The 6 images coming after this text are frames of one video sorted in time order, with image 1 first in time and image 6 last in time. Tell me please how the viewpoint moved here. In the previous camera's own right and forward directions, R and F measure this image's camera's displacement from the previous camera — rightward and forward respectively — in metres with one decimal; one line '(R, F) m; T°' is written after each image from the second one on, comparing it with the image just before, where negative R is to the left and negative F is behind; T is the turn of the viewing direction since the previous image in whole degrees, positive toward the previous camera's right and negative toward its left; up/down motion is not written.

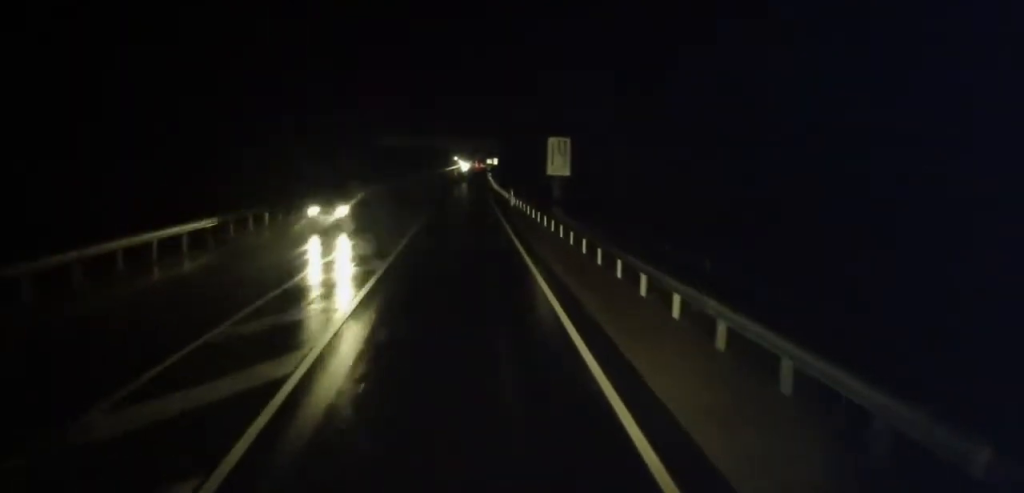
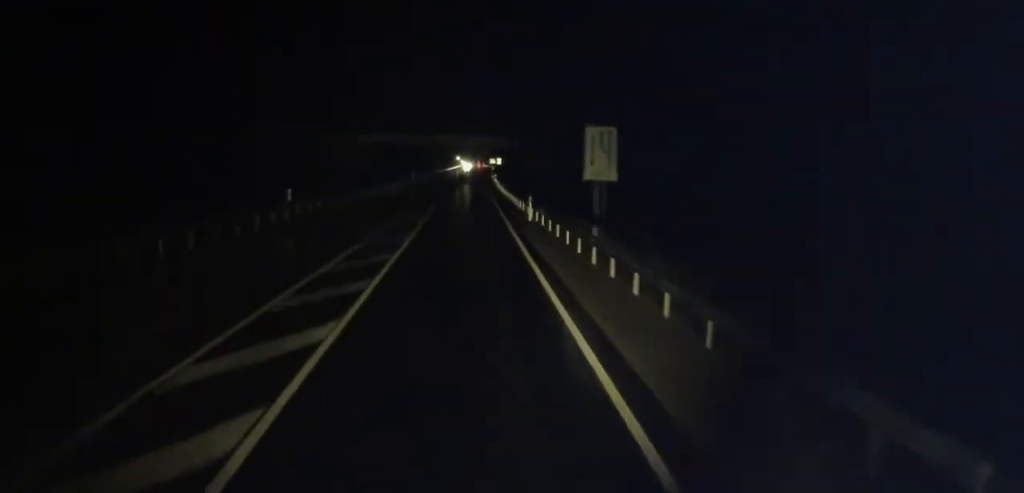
(0.0, +10.1) m; 0°
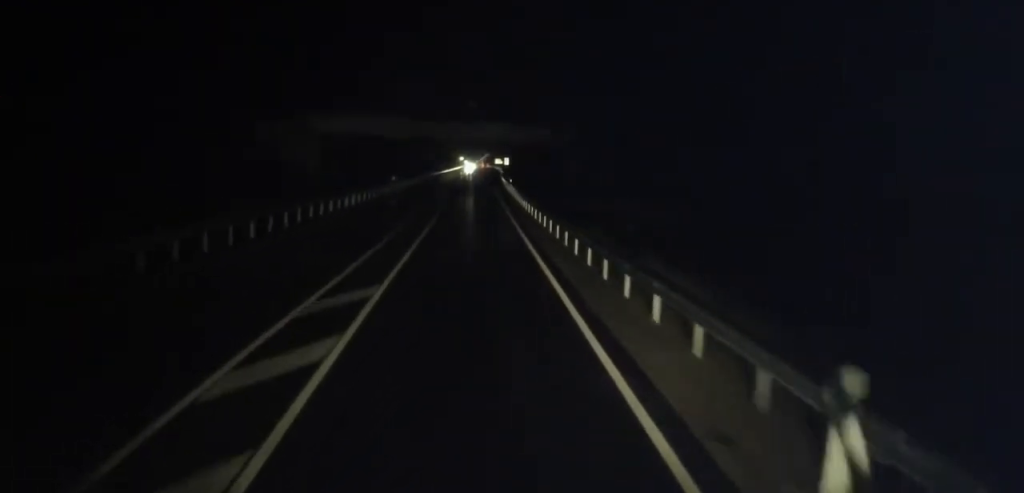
(-0.2, +24.4) m; -2°
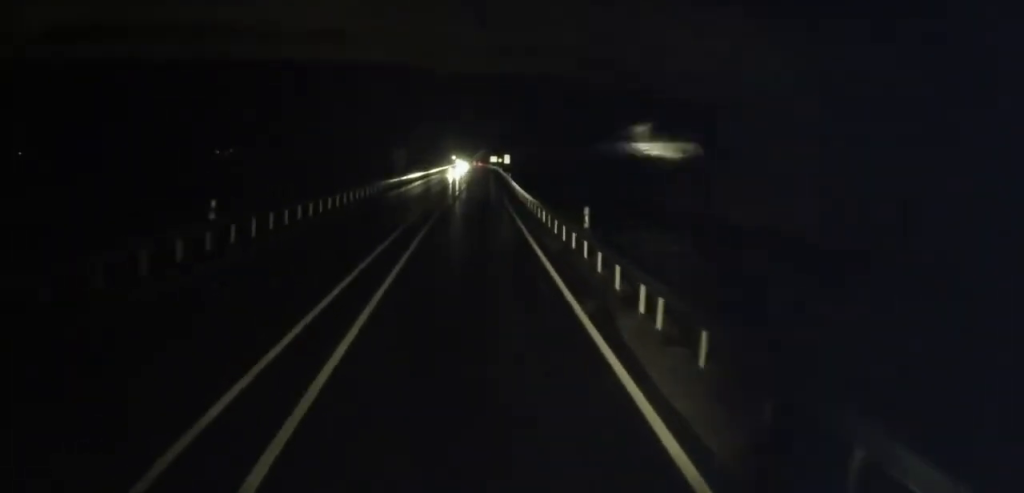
(+0.1, +40.2) m; +1°
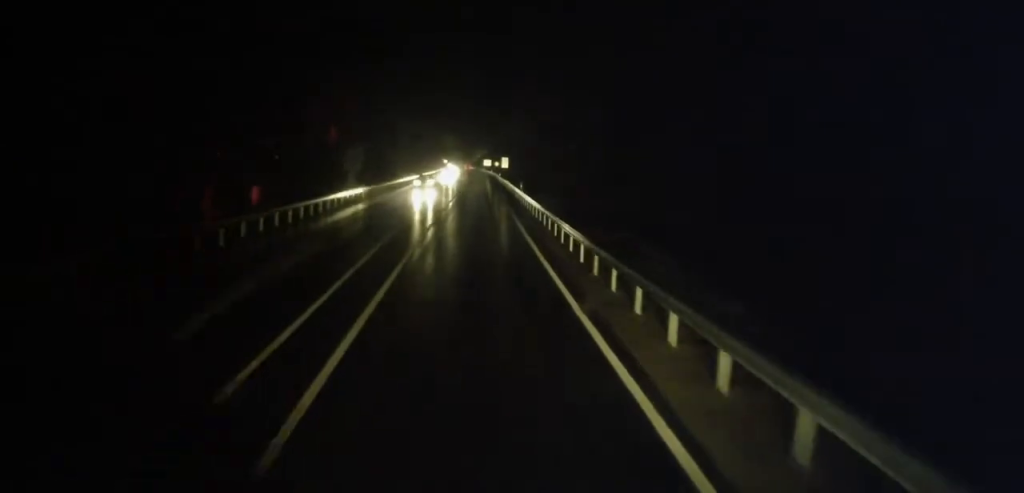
(+0.1, +24.1) m; 0°
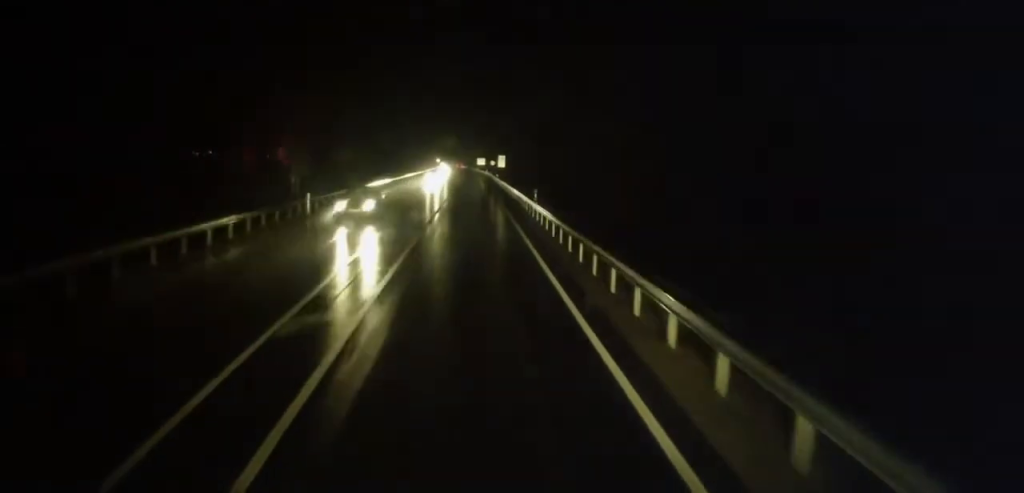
(-0.1, +14.0) m; 0°
